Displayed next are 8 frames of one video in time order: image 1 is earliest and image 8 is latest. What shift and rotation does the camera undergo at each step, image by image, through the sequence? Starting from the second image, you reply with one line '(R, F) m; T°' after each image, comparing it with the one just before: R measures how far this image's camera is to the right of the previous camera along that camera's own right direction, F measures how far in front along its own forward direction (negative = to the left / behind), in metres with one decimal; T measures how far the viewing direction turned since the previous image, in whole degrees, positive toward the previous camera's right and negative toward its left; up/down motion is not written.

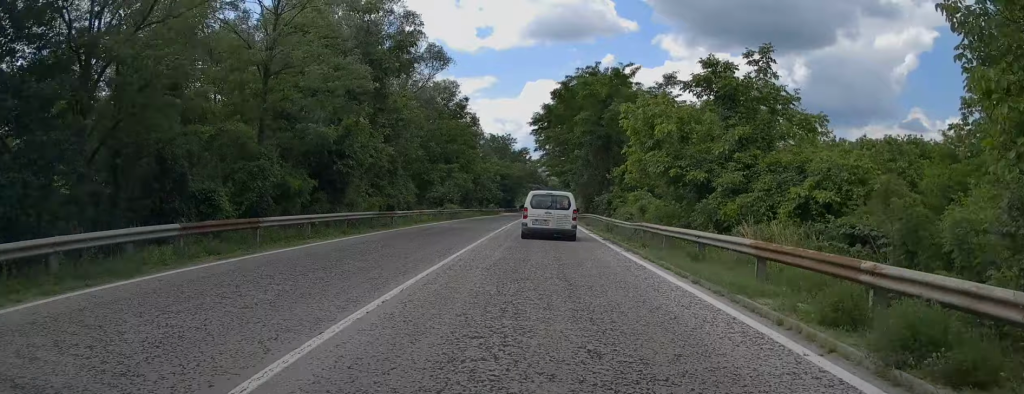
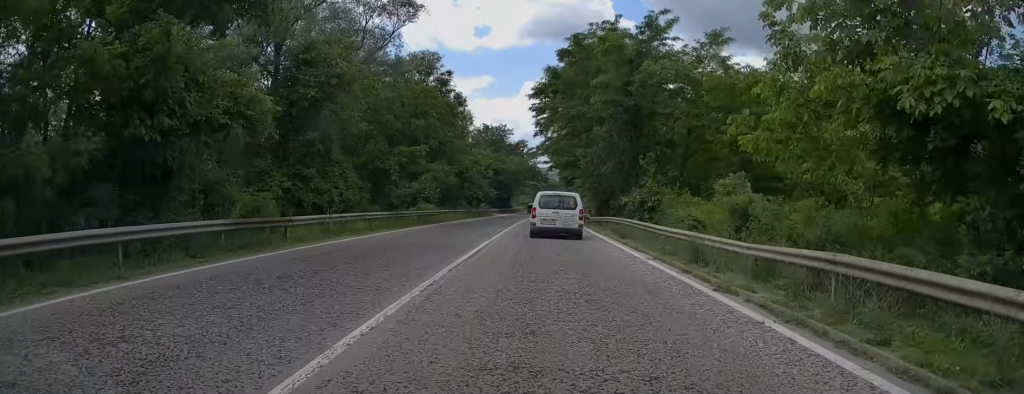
(-0.1, +13.7) m; 0°
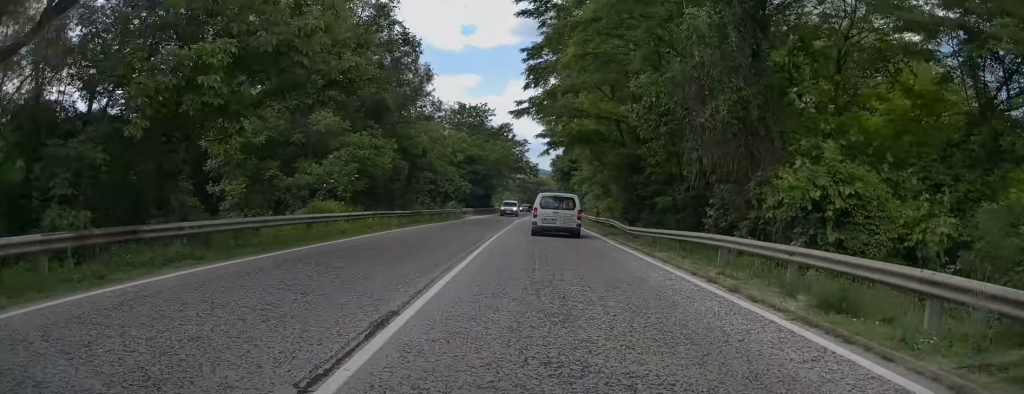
(+0.4, +20.8) m; +1°
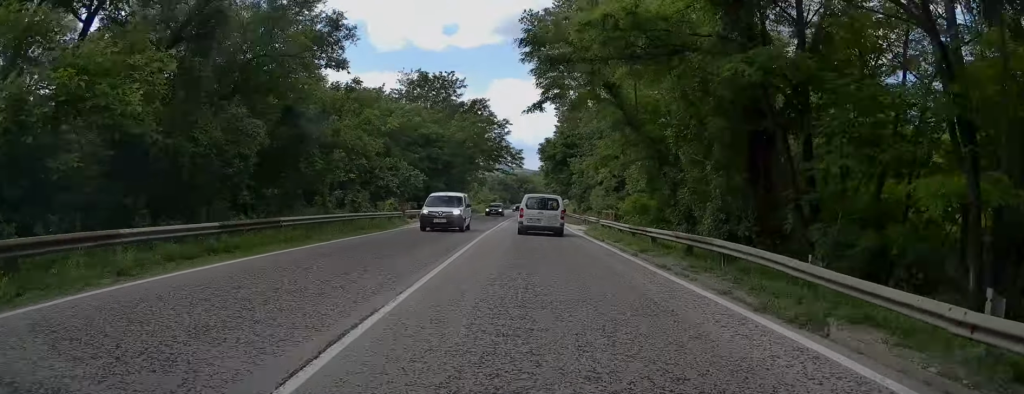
(0.0, +20.1) m; +1°
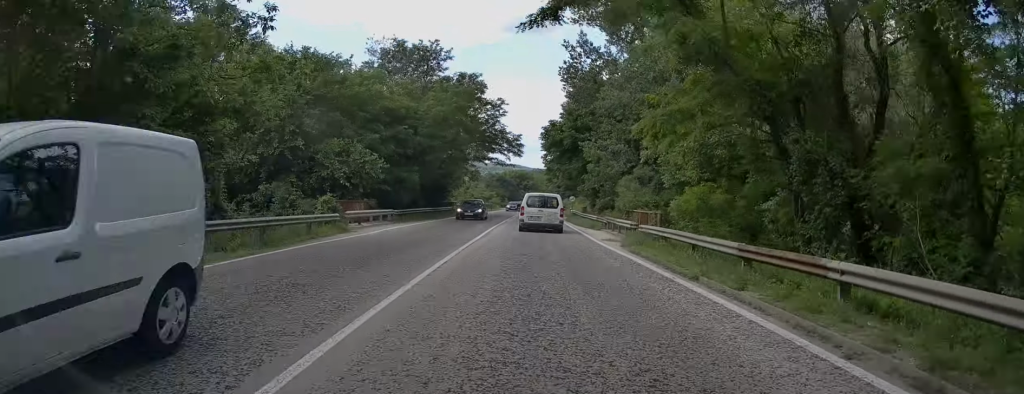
(+0.2, +12.1) m; +1°
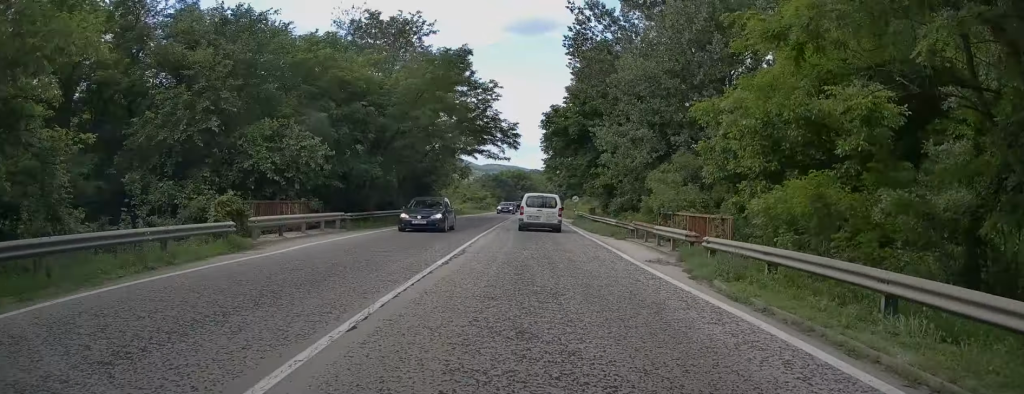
(+0.1, +8.6) m; 0°
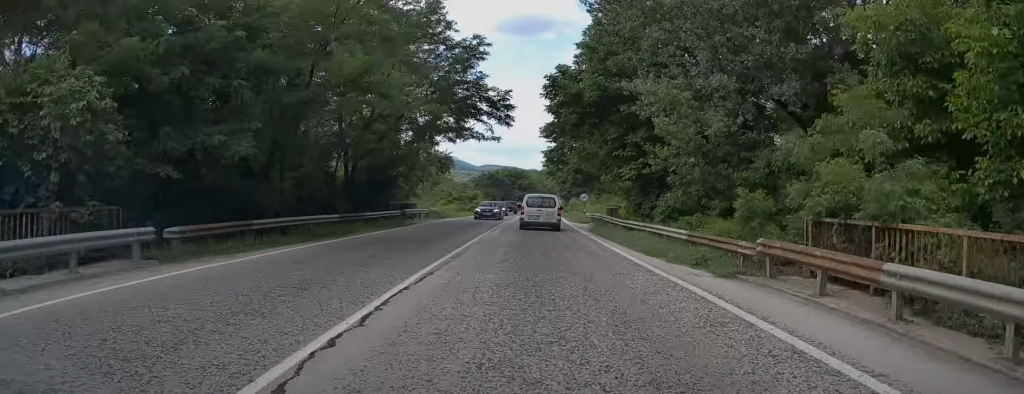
(0.0, +12.9) m; 0°
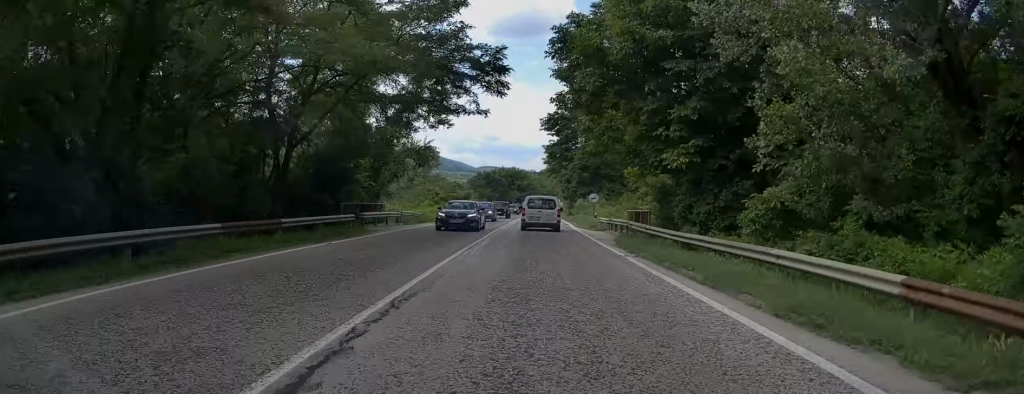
(0.0, +9.3) m; 0°
